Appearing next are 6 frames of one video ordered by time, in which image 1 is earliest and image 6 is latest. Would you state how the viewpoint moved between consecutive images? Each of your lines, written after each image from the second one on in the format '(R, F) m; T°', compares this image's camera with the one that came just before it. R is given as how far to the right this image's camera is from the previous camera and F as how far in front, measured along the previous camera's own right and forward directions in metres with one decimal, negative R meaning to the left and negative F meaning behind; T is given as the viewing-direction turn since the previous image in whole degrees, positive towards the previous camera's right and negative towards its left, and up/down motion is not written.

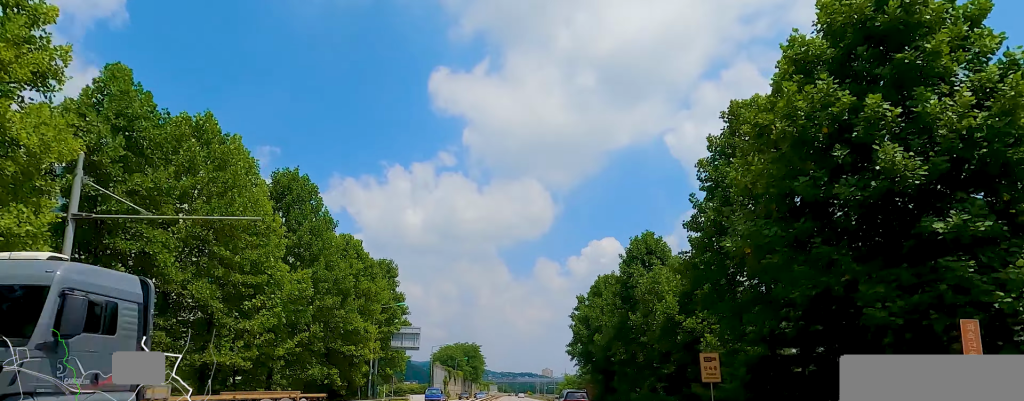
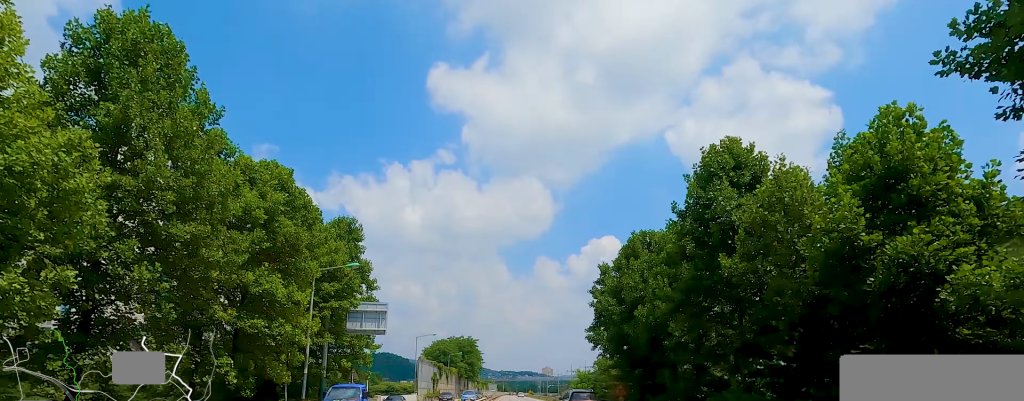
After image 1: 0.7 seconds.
(+0.1, +15.0) m; 0°
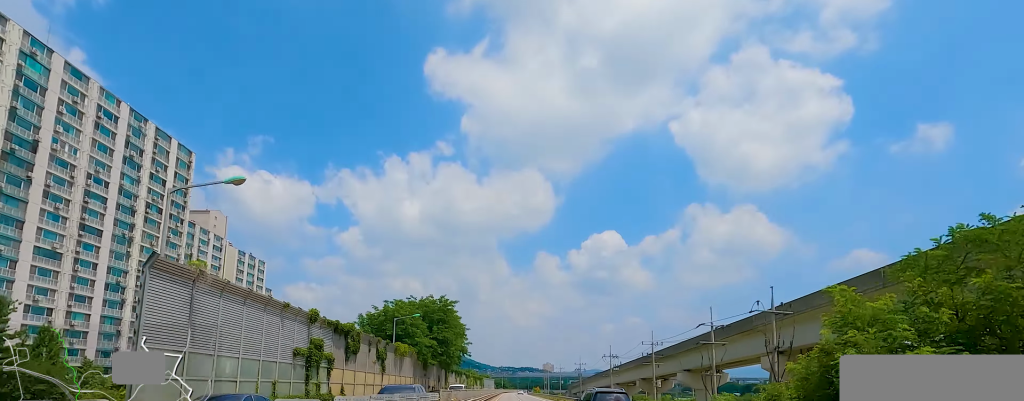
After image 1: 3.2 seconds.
(+1.0, +54.5) m; 0°
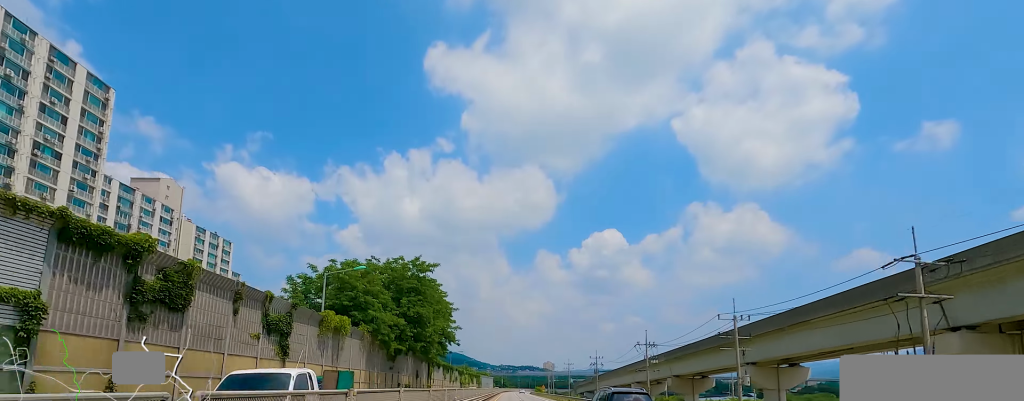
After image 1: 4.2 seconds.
(-1.0, +22.6) m; -1°
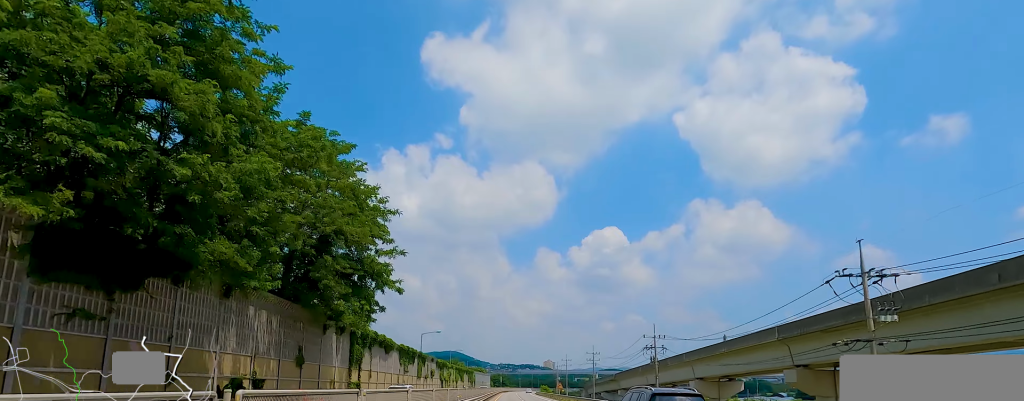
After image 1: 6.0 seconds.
(+0.2, +39.5) m; 0°
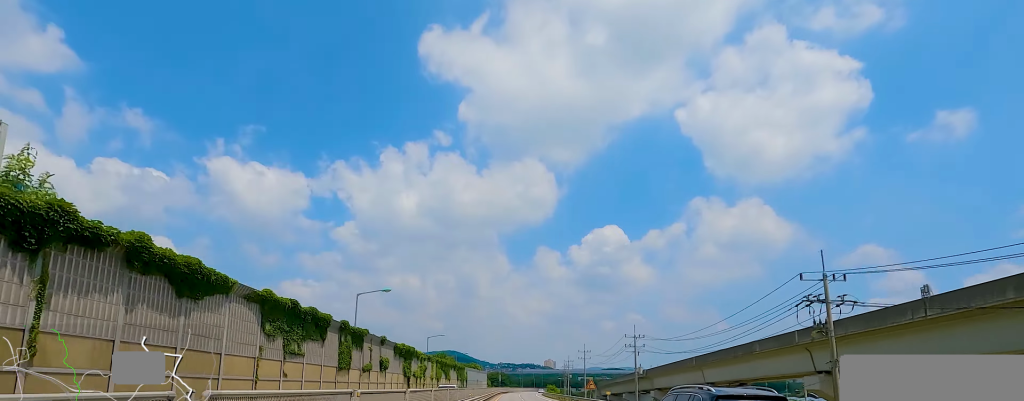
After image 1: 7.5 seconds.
(+0.9, +32.5) m; +3°
